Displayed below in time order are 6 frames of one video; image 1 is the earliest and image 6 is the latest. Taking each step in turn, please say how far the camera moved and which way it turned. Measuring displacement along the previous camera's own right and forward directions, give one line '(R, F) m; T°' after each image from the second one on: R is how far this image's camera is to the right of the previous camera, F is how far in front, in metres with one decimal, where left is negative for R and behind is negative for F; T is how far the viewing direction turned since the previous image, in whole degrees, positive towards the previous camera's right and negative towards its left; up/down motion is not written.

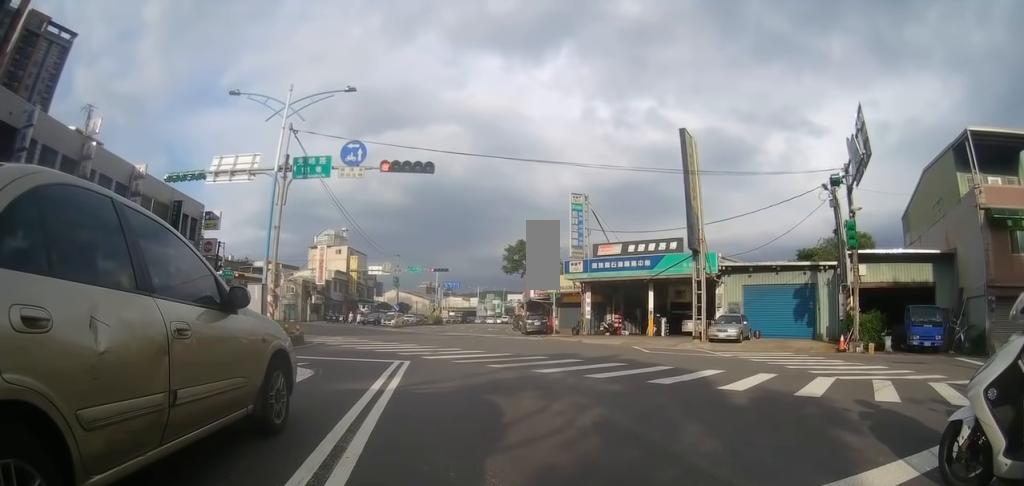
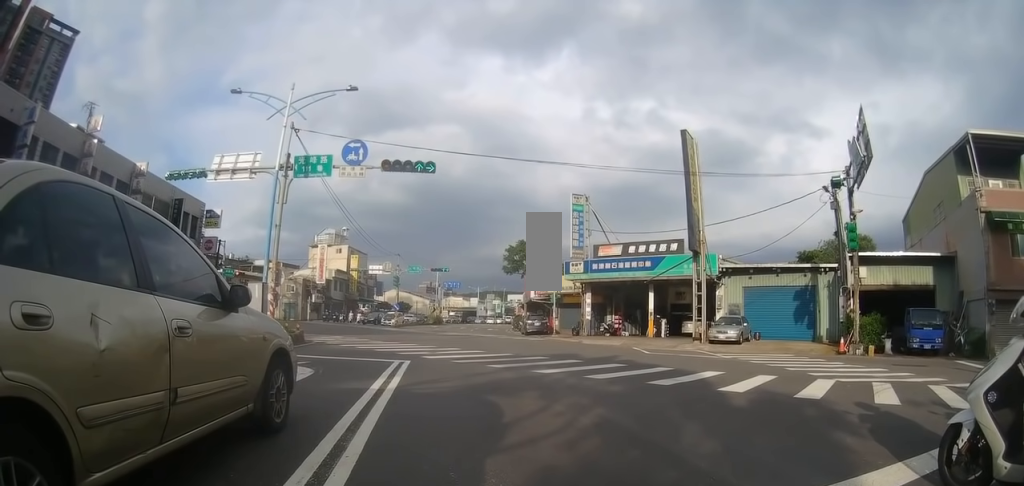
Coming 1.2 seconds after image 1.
(0.0, 0.0) m; 0°
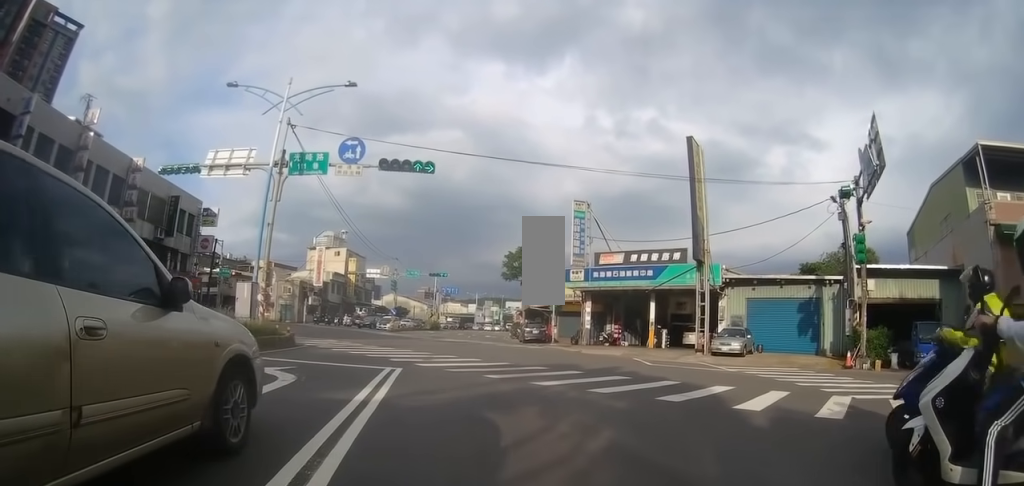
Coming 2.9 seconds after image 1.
(+0.1, 0.0) m; 0°
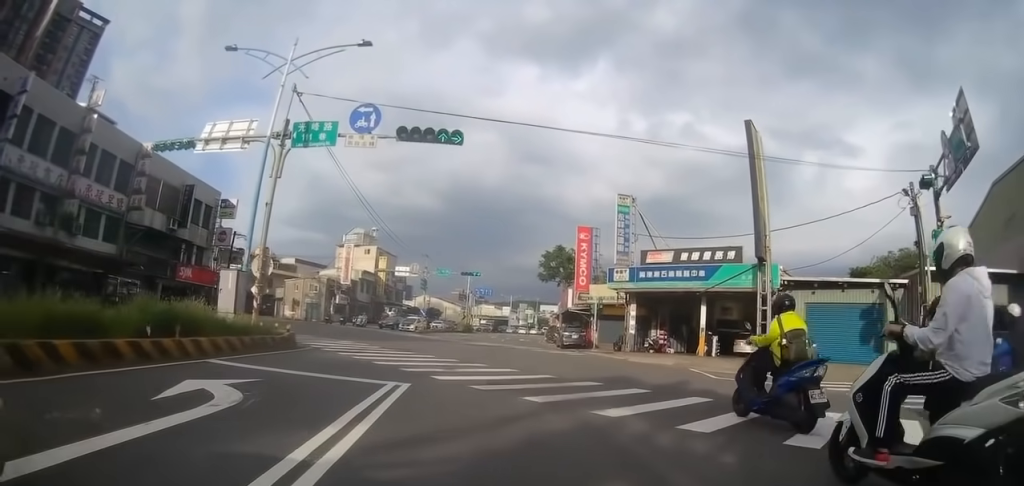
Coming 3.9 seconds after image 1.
(+0.6, +0.2) m; 0°
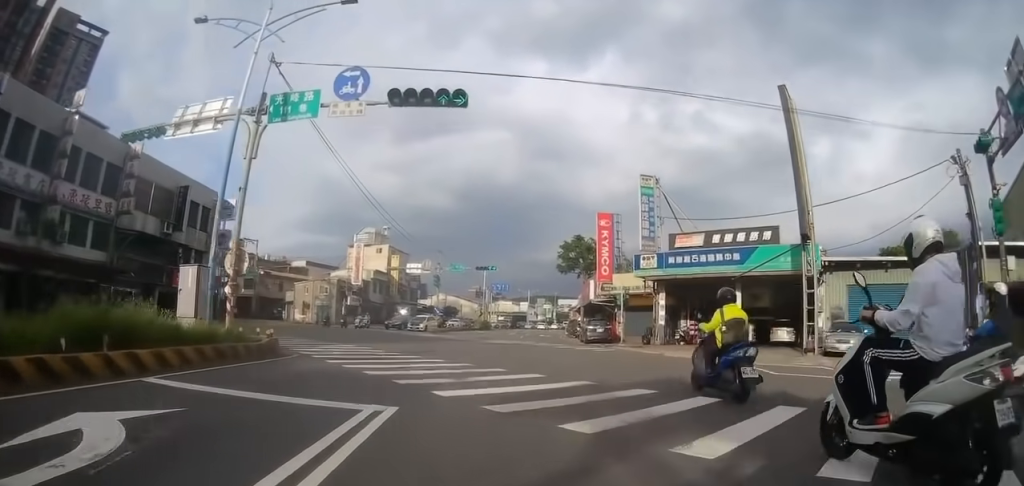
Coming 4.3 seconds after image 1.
(+0.2, +0.4) m; -3°
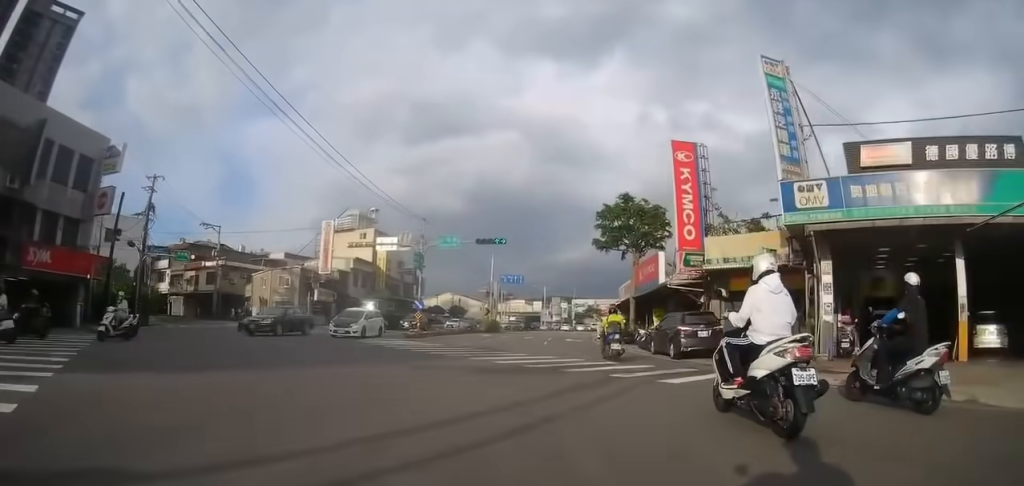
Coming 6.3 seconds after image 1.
(-3.4, +7.4) m; -31°
